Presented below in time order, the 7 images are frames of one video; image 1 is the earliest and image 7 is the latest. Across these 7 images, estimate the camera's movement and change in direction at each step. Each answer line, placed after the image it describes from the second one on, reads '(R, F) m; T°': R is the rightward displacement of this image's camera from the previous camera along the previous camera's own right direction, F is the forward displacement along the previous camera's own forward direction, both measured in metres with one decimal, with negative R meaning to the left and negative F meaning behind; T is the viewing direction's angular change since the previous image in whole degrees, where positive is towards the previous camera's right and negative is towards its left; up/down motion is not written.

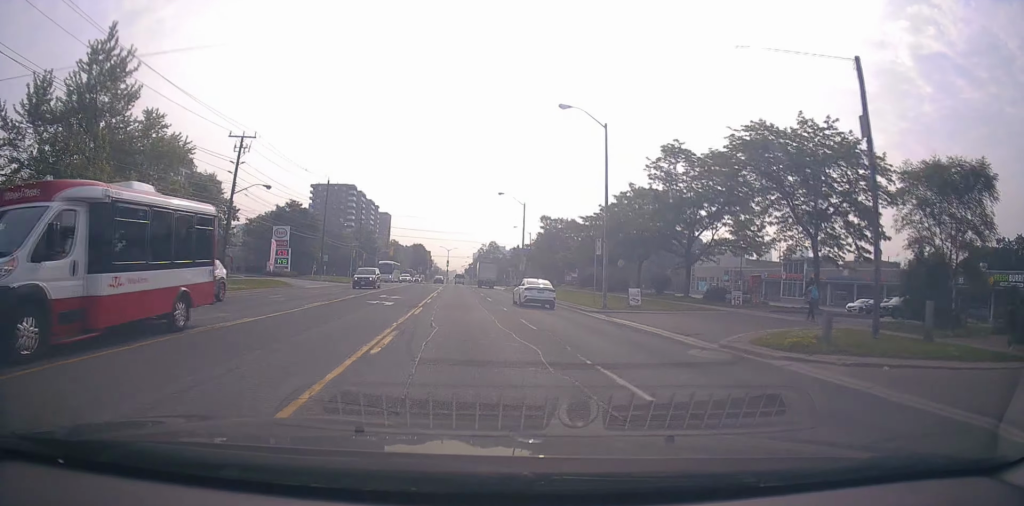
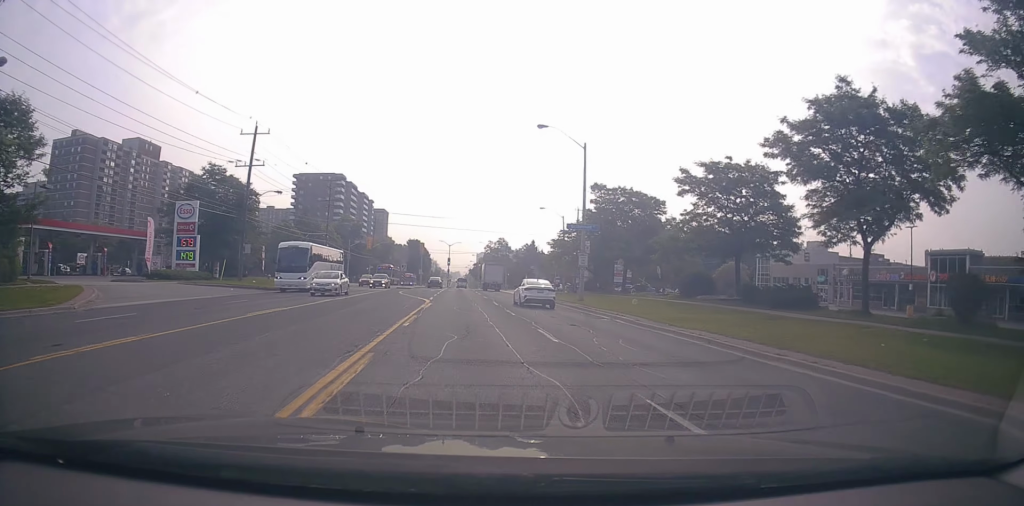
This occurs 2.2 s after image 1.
(-0.3, +30.9) m; +2°
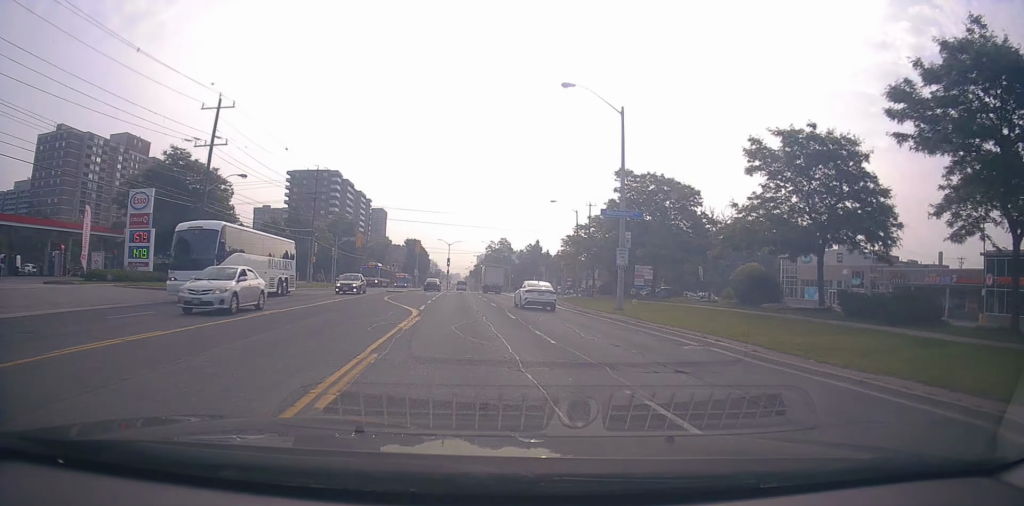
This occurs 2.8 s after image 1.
(+0.1, +8.6) m; 0°
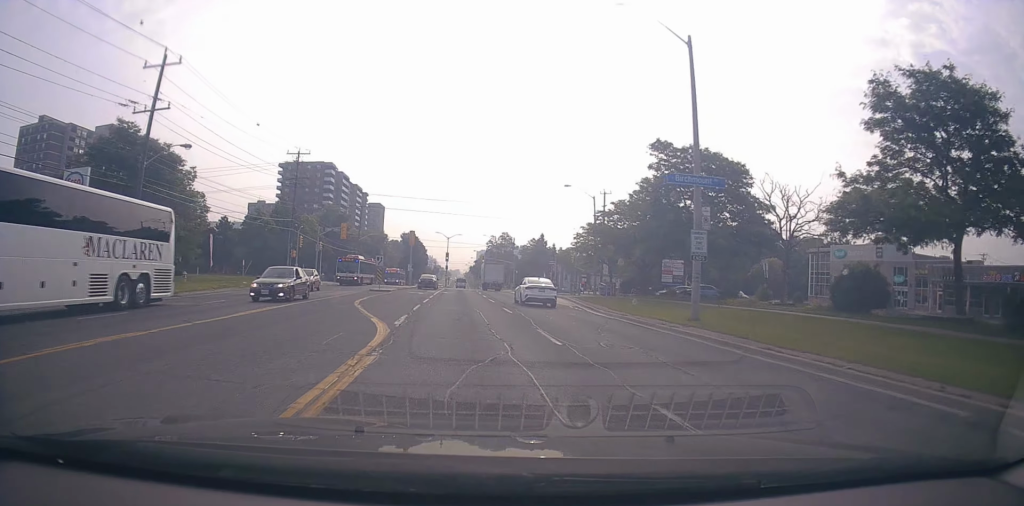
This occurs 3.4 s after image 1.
(-0.1, +9.1) m; -1°
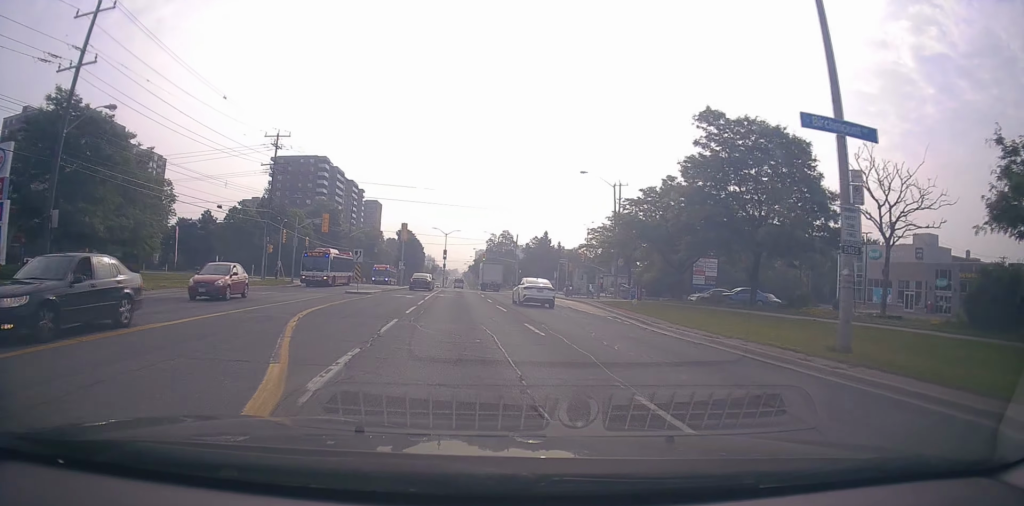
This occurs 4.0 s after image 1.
(-0.1, +8.2) m; 0°
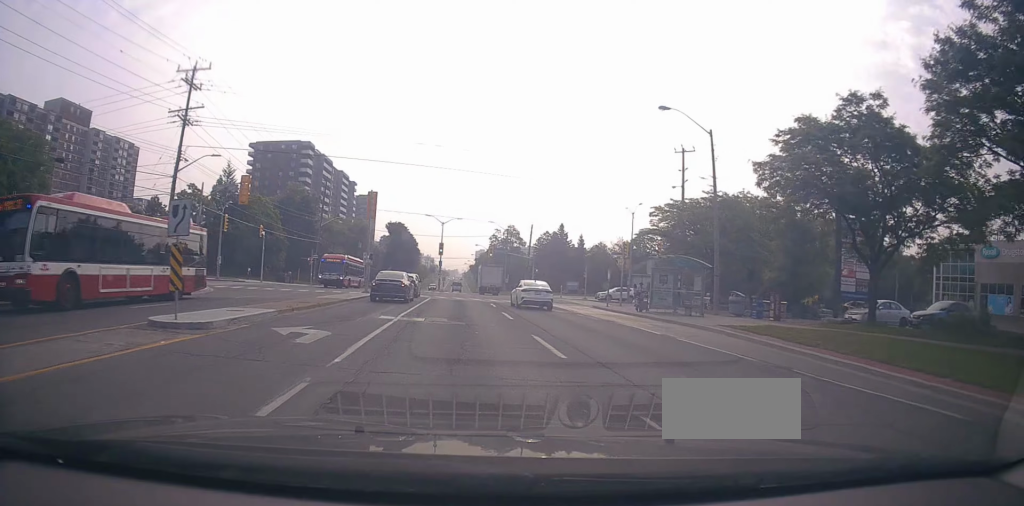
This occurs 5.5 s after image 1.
(+0.1, +21.1) m; +2°
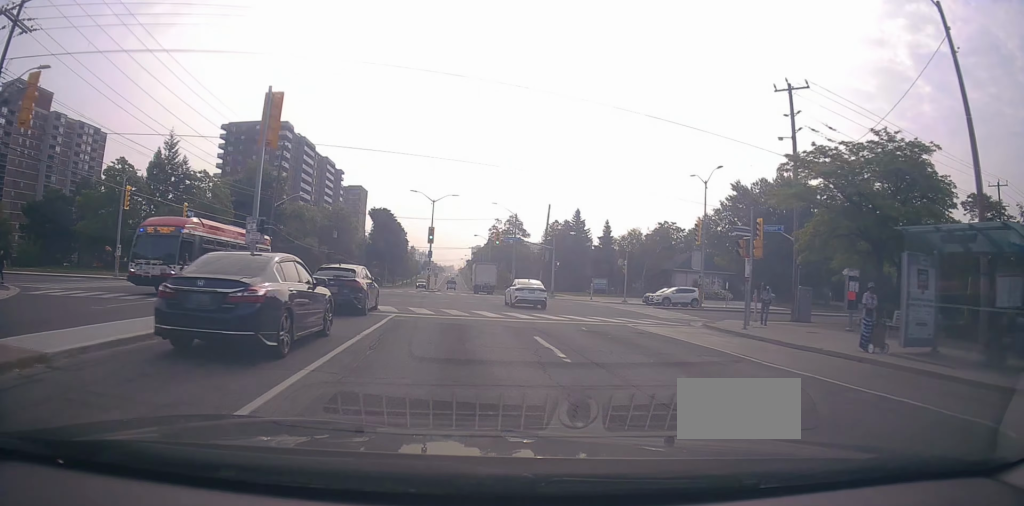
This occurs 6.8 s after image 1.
(+0.1, +19.4) m; -1°
